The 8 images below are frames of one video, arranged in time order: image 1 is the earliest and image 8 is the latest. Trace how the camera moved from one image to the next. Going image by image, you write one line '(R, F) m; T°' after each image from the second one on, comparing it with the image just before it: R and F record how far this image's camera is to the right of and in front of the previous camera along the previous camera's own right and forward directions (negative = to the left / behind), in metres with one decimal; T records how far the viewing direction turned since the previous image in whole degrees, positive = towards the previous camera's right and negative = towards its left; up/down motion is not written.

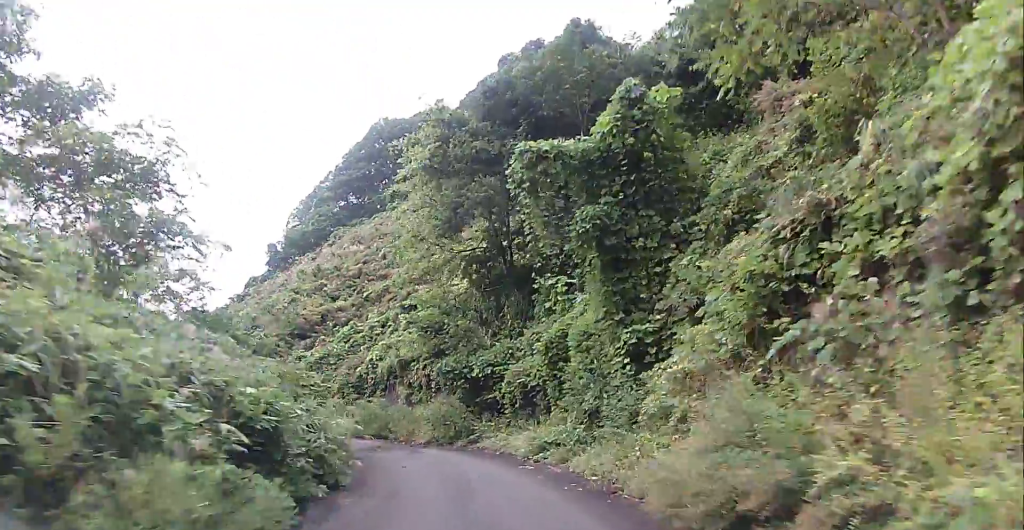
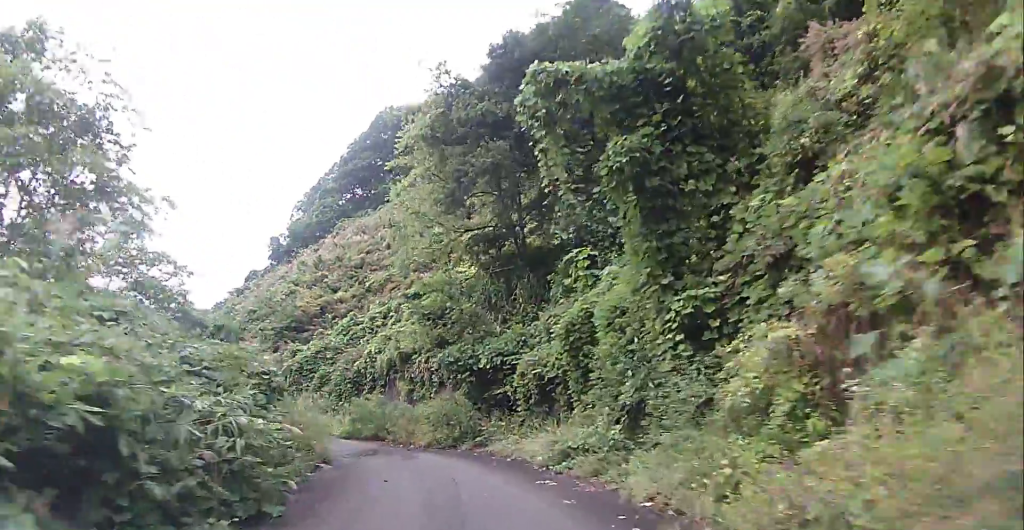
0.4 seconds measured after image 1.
(-0.1, +4.3) m; -3°
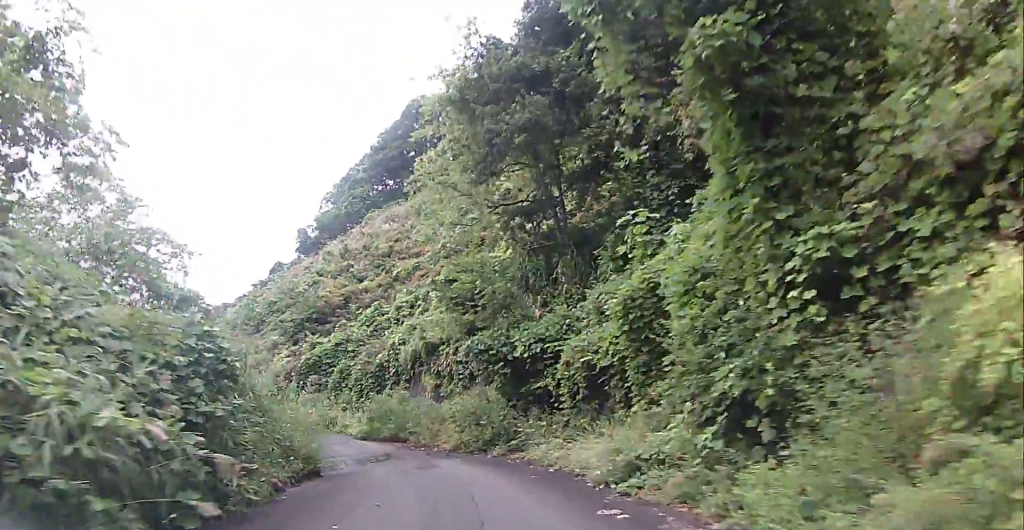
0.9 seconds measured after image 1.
(-0.1, +4.3) m; -4°
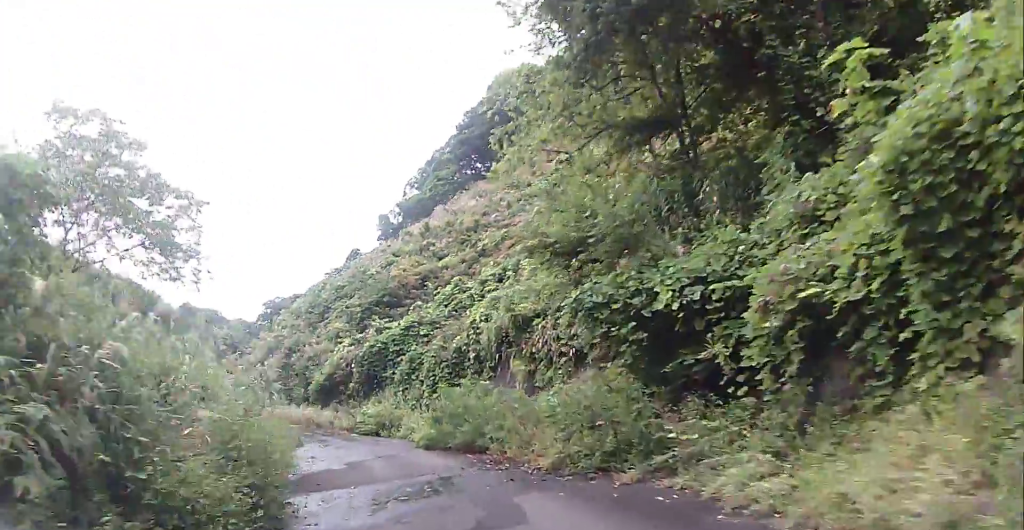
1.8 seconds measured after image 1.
(-0.4, +9.0) m; -10°
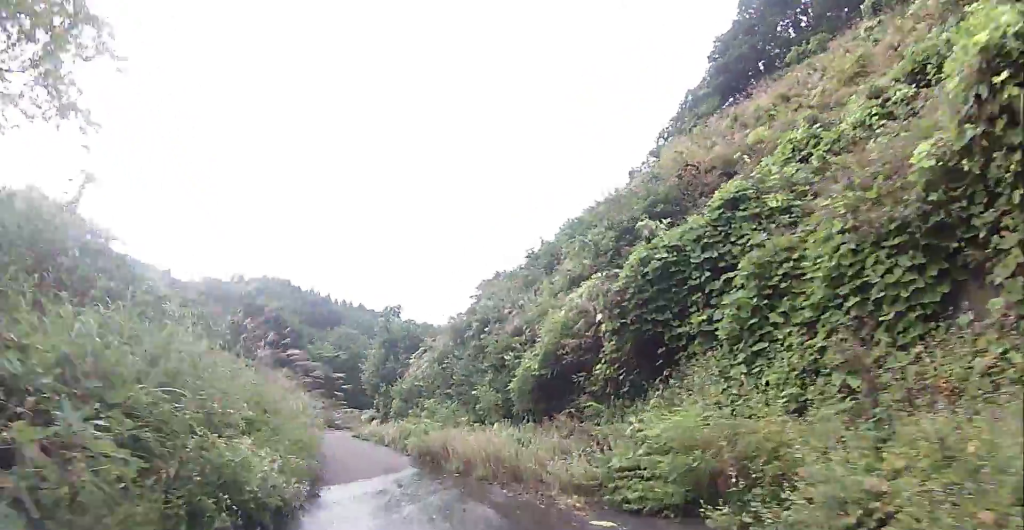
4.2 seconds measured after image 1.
(-3.3, +22.7) m; -15°
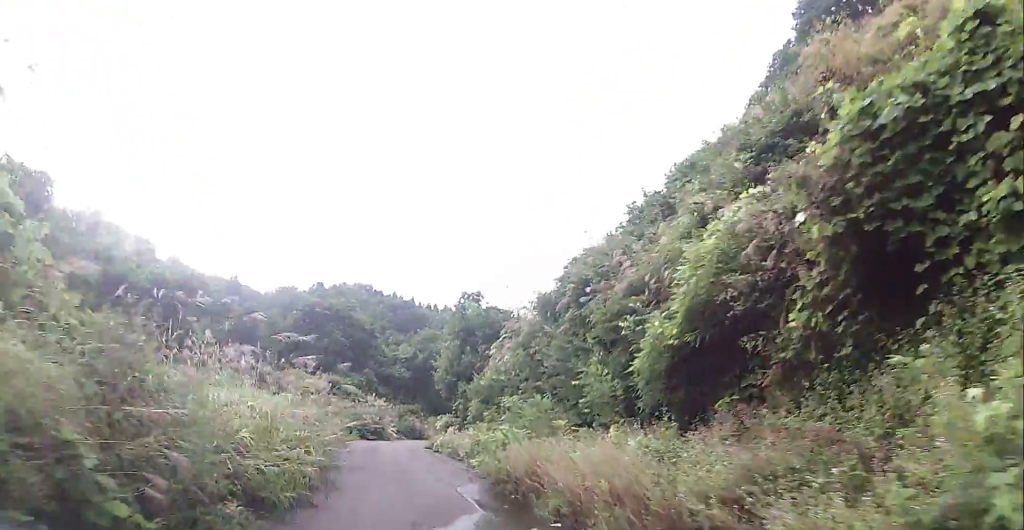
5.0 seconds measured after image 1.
(-0.5, +7.0) m; -9°
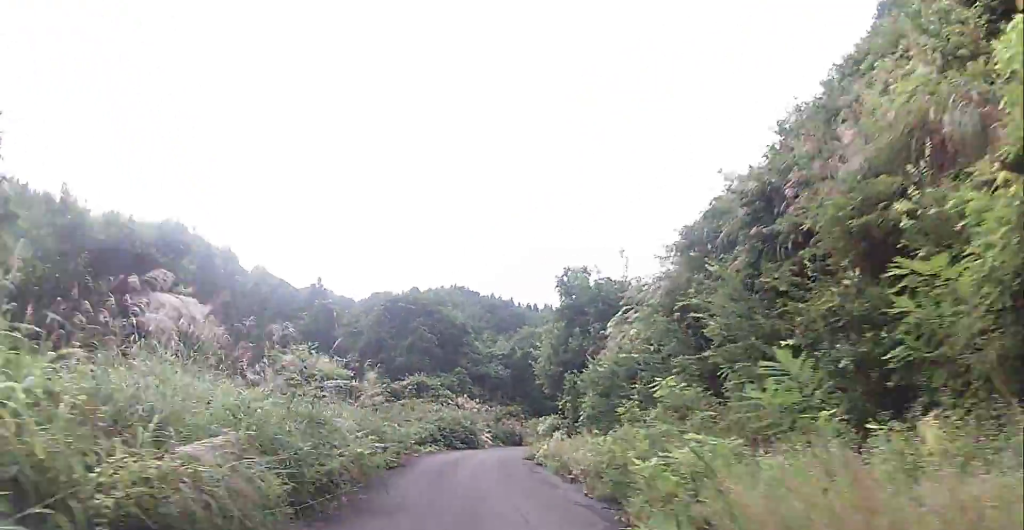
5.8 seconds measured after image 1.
(-0.9, +7.5) m; -9°
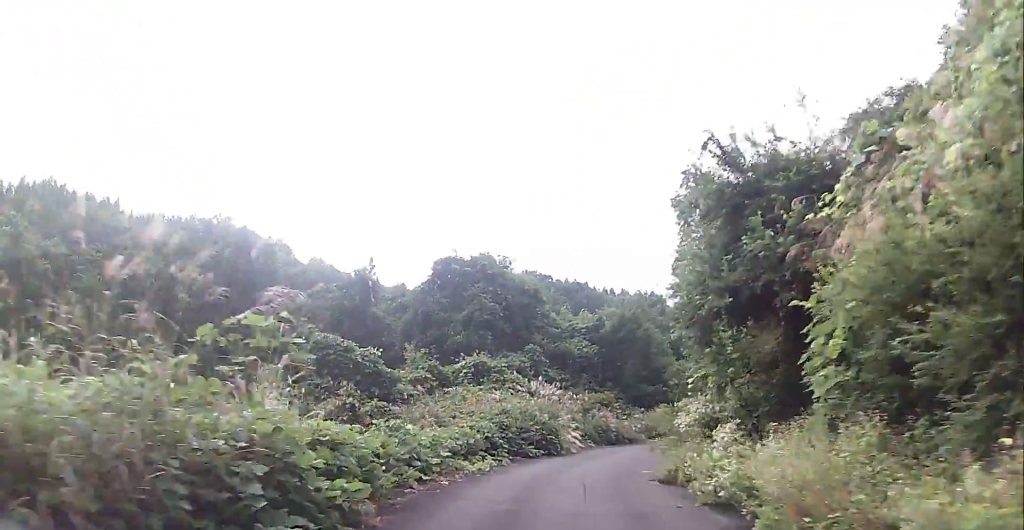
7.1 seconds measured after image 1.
(-0.8, +13.2) m; -7°
